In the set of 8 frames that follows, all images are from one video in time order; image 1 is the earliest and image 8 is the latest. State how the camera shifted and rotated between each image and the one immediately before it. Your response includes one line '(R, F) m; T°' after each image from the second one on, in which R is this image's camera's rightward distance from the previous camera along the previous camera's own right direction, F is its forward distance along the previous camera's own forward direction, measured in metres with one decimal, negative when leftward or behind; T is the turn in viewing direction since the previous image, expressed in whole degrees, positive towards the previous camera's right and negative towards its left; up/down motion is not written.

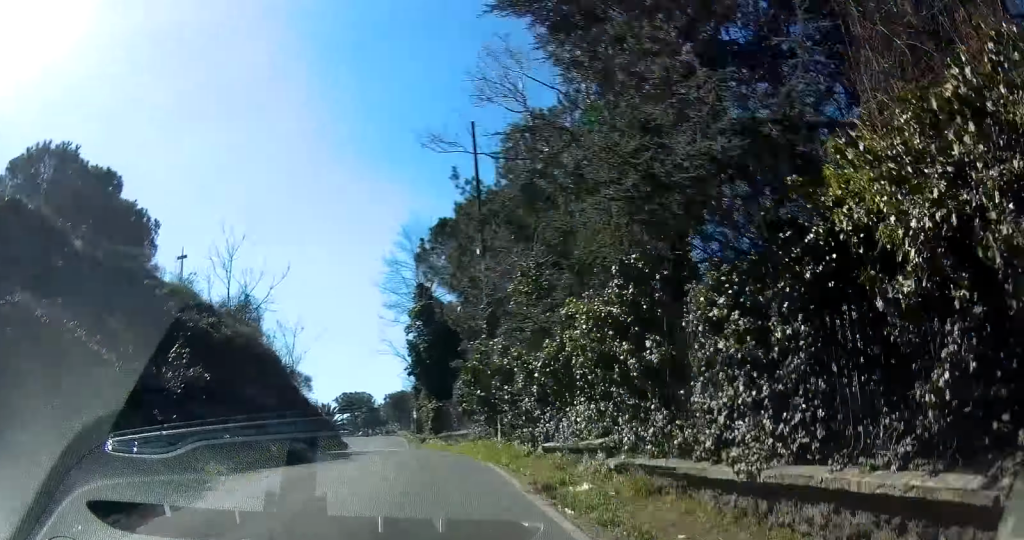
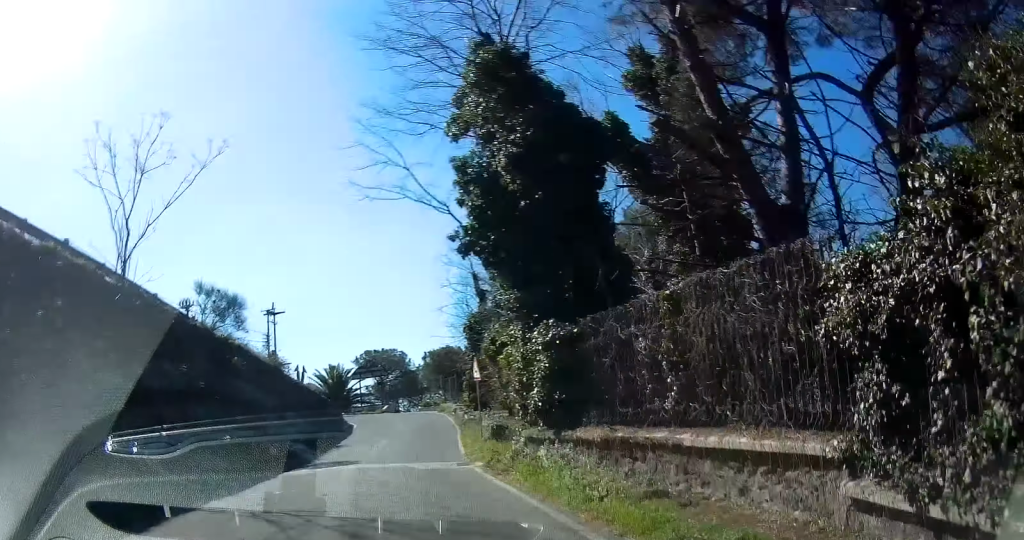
(+0.3, +21.2) m; -3°
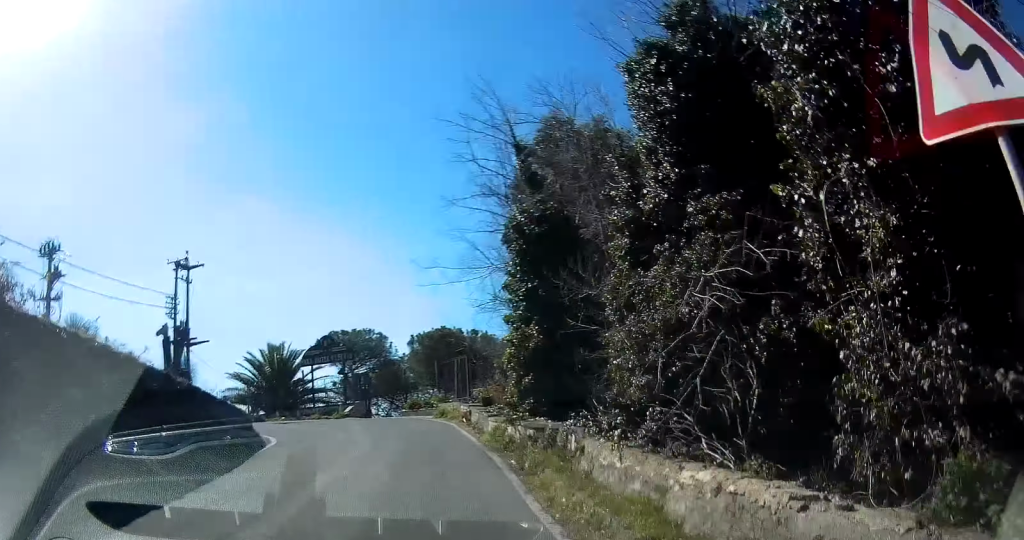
(+1.2, +16.1) m; -7°
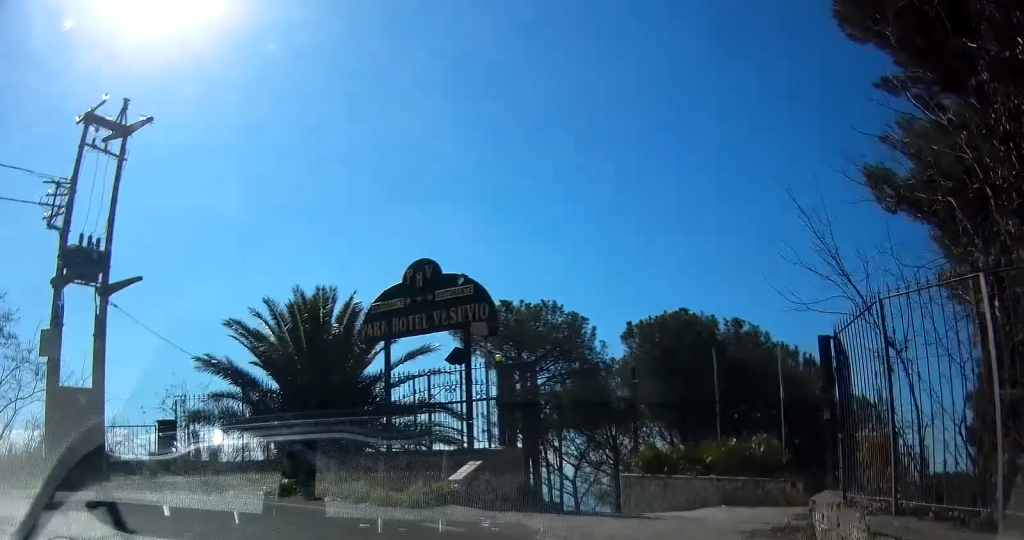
(-0.9, +16.0) m; -47°
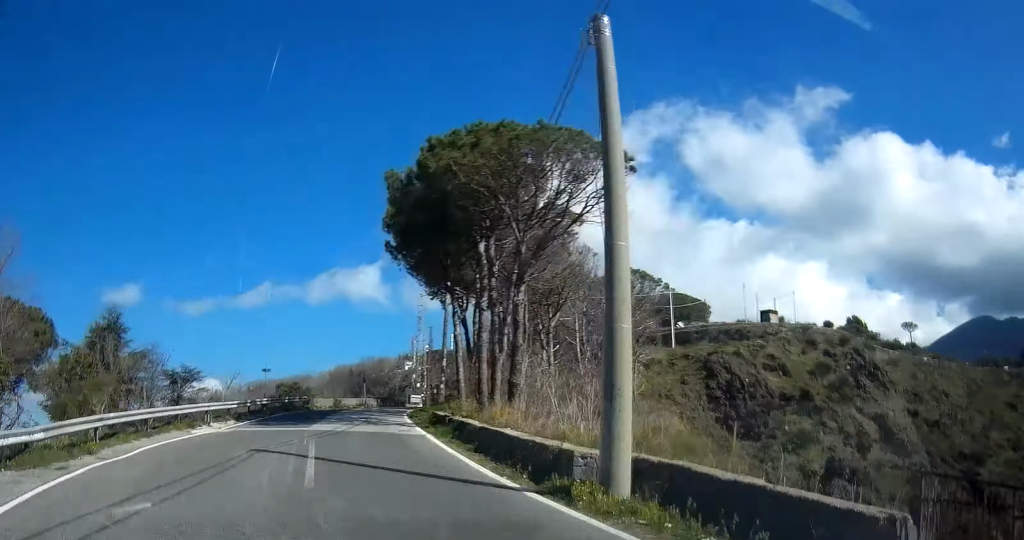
(-9.7, +5.9) m; -99°
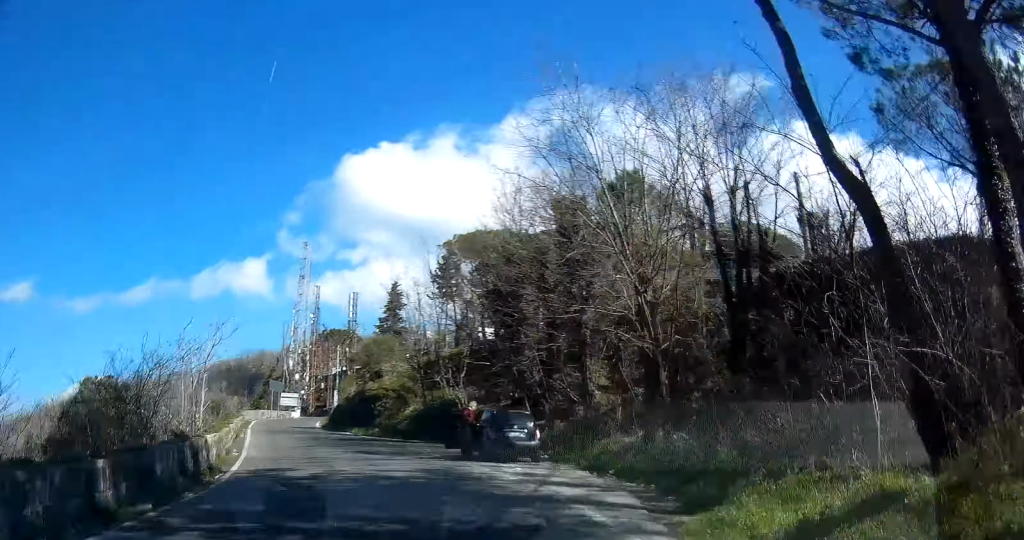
(-14.2, +52.1) m; -14°
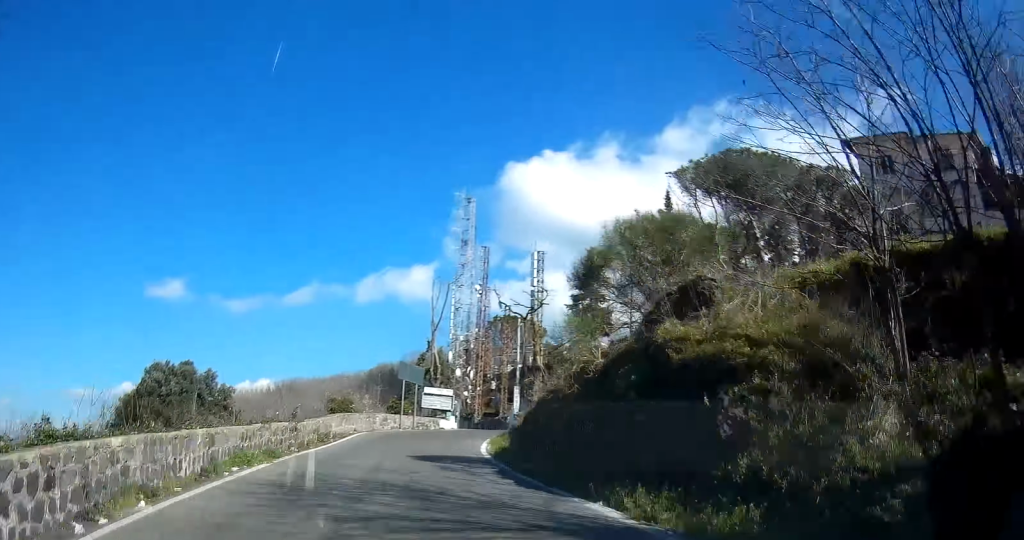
(+0.3, +23.9) m; +7°
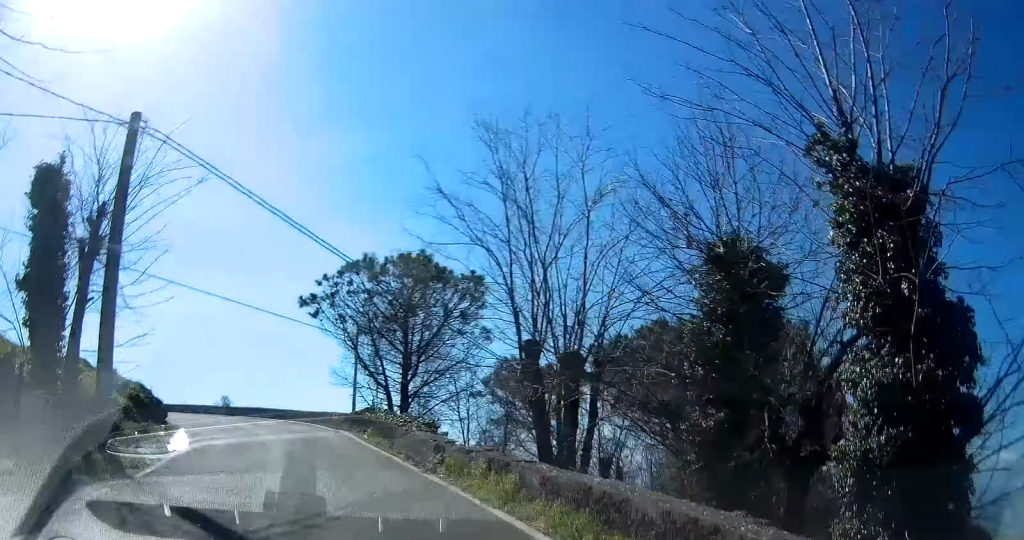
(+19.4, +2.8) m; +131°
